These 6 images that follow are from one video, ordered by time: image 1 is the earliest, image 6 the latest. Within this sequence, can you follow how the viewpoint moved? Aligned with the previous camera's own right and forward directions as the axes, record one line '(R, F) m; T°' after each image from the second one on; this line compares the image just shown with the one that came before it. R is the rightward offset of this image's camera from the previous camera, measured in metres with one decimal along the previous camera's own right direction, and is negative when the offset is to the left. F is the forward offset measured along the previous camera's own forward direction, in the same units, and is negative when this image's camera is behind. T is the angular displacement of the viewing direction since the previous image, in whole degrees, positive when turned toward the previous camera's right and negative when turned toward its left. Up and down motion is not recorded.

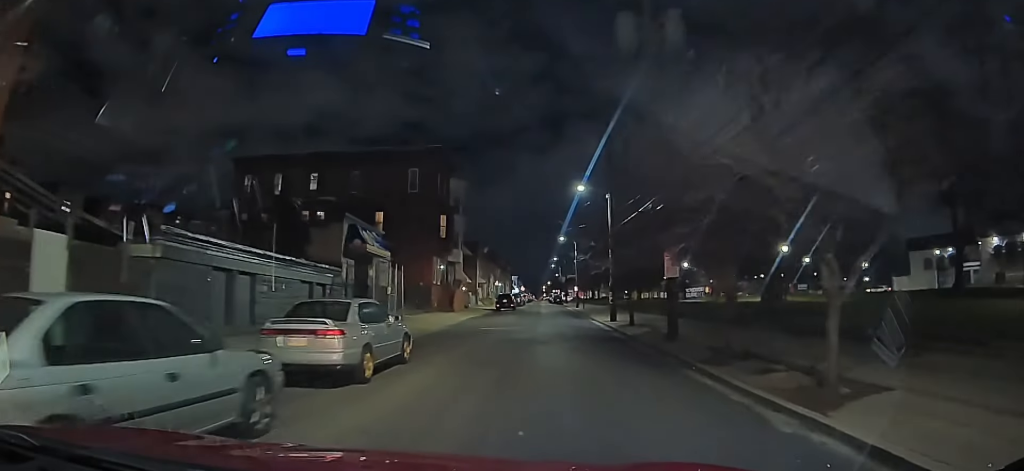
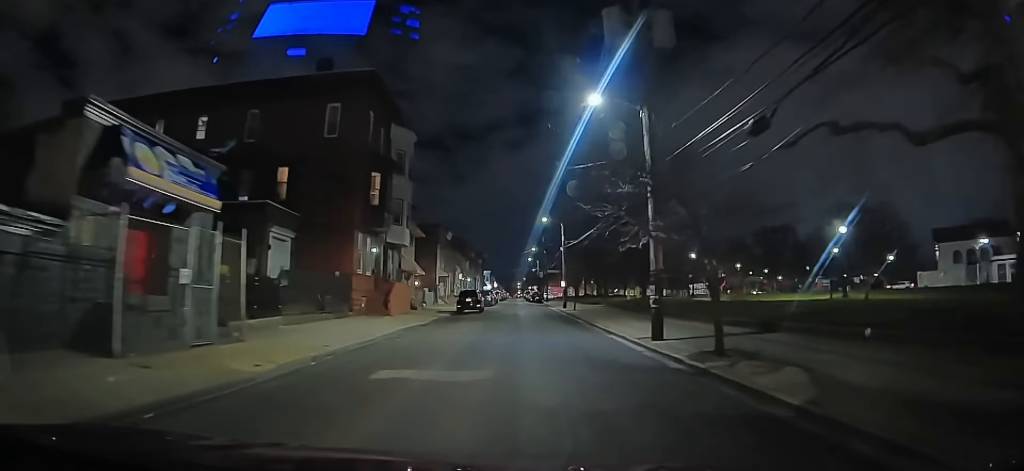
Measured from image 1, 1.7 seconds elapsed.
(+1.0, +14.8) m; +6°
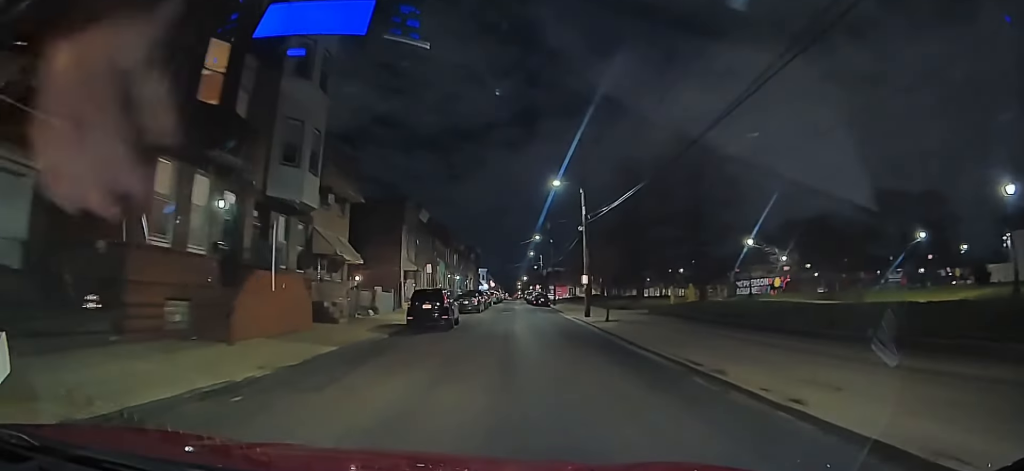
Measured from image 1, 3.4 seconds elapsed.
(+0.6, +17.0) m; +1°
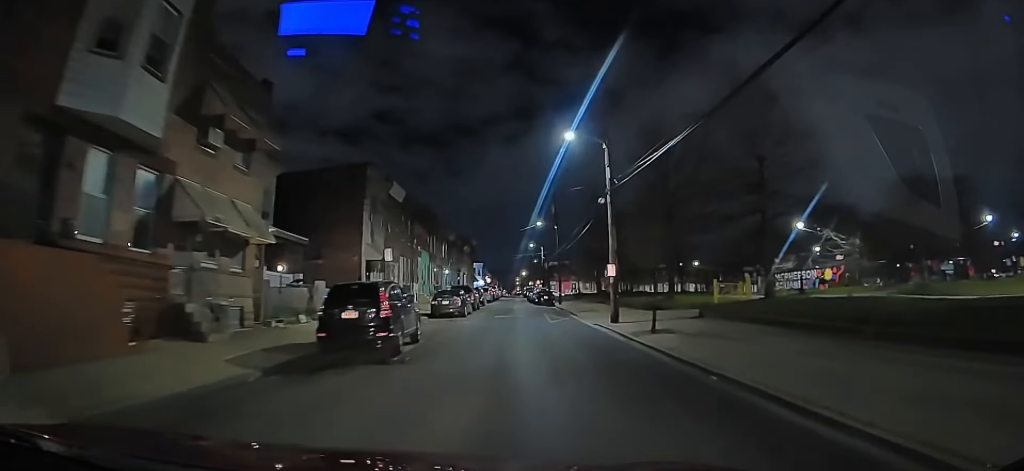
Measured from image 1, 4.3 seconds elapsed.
(-0.4, +9.9) m; -3°
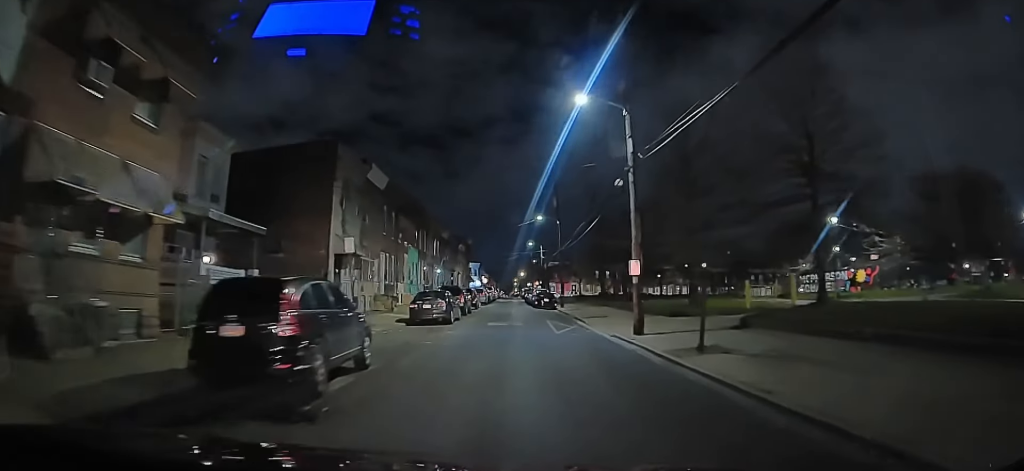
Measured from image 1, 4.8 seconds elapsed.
(-0.1, +5.5) m; -1°
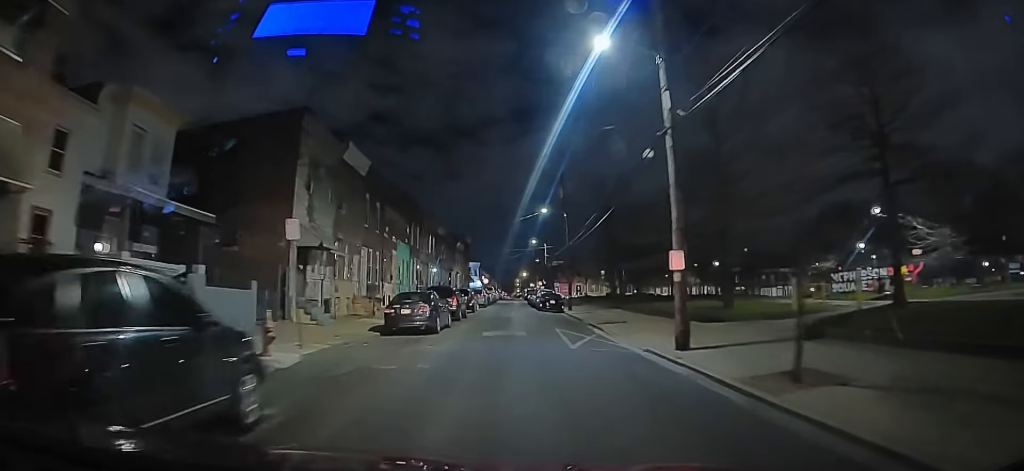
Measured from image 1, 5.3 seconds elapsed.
(0.0, +5.0) m; 0°
